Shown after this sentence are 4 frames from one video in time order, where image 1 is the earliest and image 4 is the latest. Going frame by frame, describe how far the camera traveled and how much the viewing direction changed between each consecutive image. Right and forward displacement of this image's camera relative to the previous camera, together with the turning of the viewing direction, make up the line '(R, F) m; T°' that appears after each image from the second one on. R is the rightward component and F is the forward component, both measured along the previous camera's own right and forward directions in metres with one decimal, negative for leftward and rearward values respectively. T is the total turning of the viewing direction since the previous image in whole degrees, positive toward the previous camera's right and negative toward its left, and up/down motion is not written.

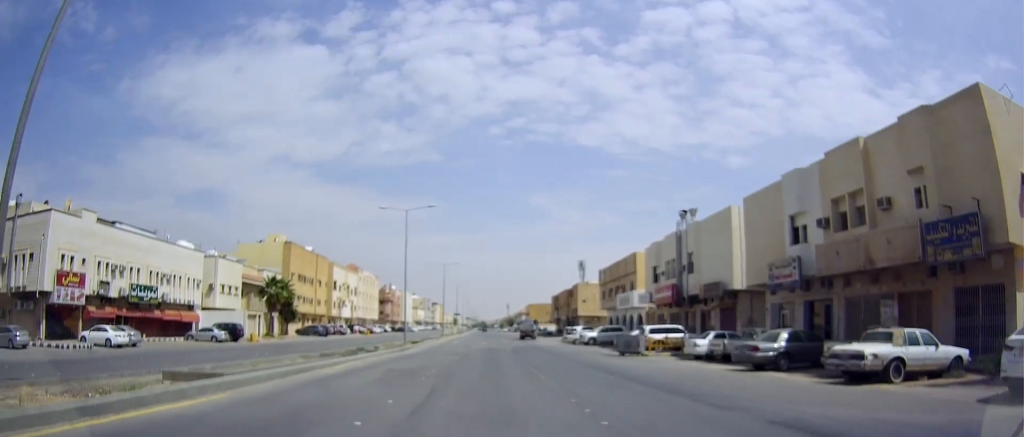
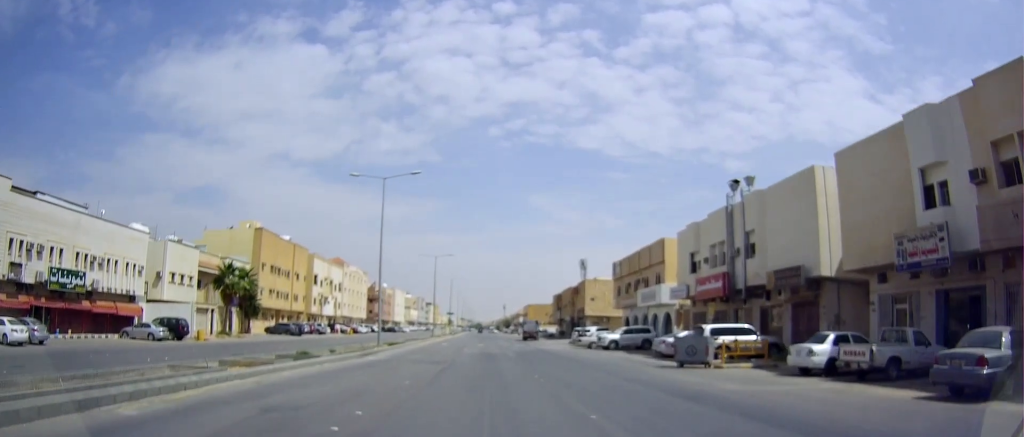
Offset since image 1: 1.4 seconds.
(+0.3, +11.8) m; +2°
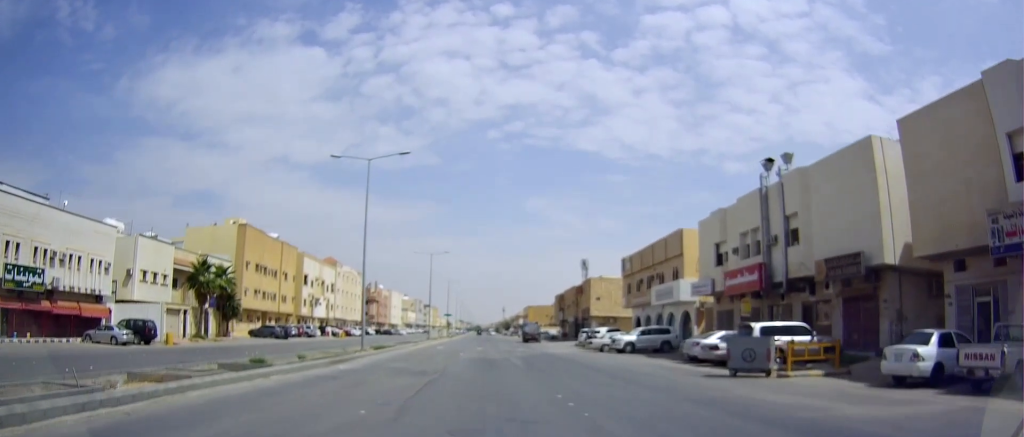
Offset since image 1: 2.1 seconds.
(0.0, +5.6) m; -2°
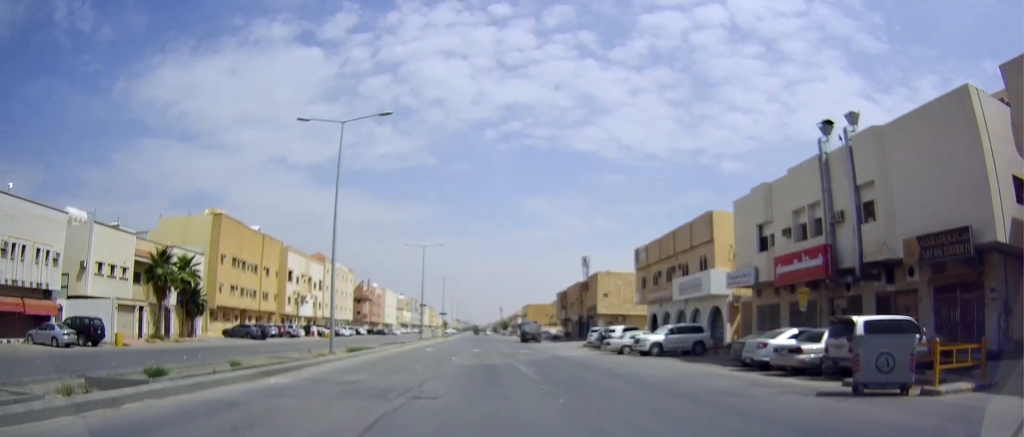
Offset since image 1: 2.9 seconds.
(-0.3, +7.4) m; -4°
